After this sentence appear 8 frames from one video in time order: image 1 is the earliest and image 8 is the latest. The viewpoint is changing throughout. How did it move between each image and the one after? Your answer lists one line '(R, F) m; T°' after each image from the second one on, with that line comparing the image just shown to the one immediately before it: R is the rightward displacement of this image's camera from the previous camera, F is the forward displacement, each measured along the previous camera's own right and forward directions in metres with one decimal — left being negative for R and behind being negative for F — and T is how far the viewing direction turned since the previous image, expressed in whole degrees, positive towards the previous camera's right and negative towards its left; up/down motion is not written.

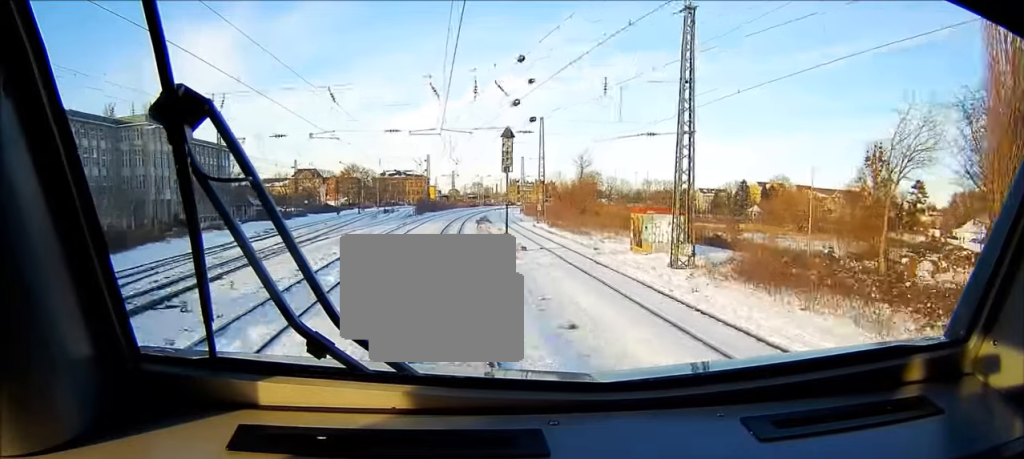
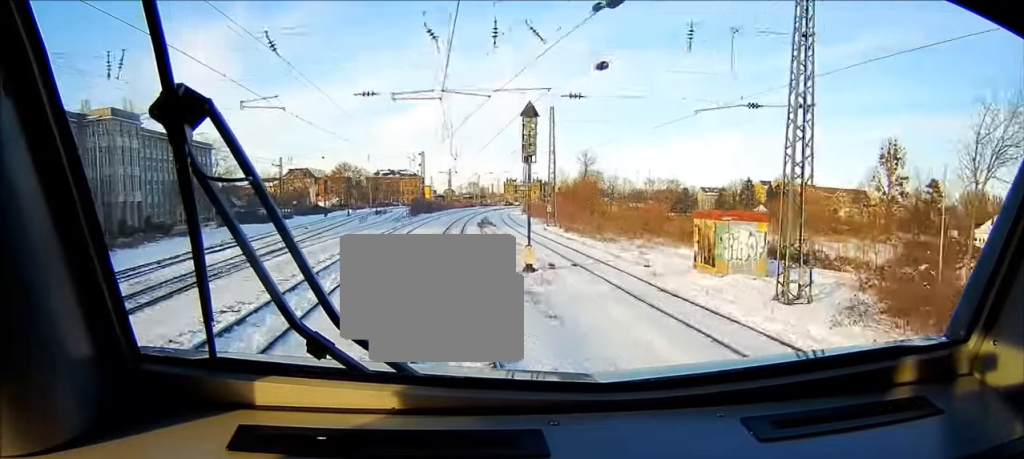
(0.0, +11.1) m; 0°
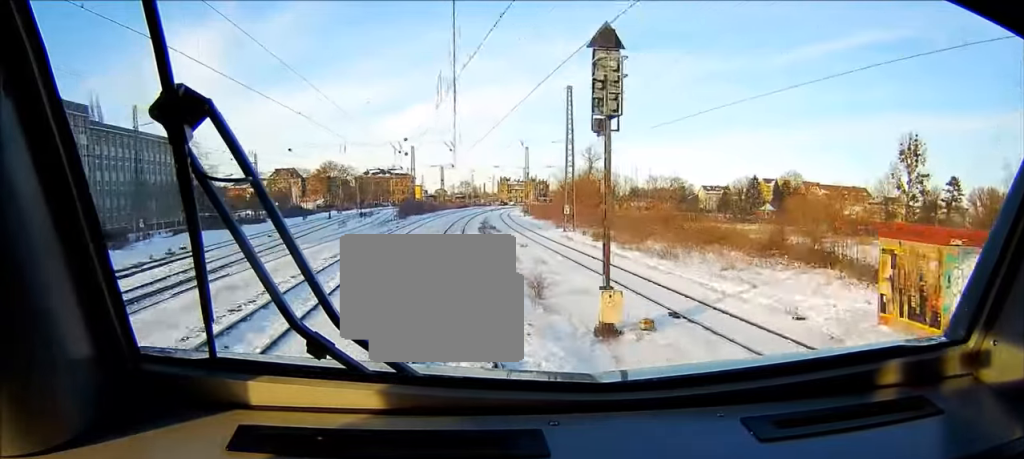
(+0.1, +15.2) m; +1°
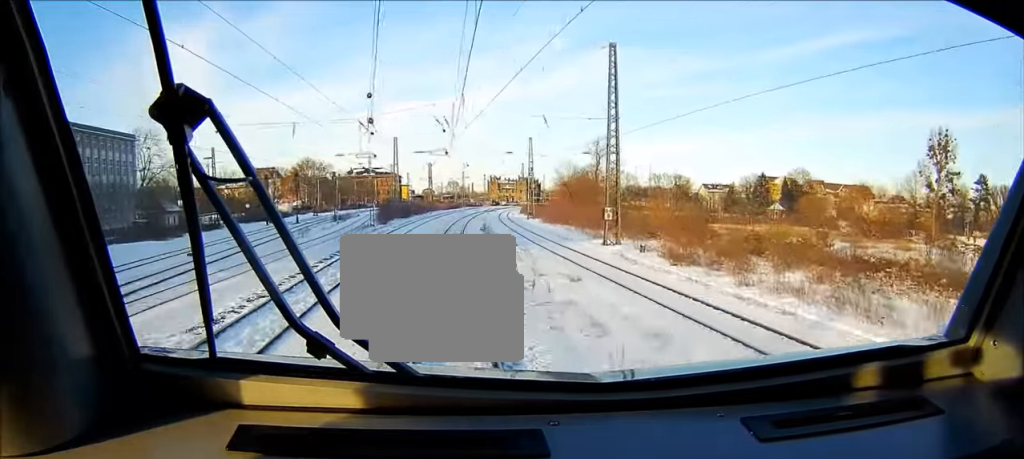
(+0.1, +20.0) m; +1°
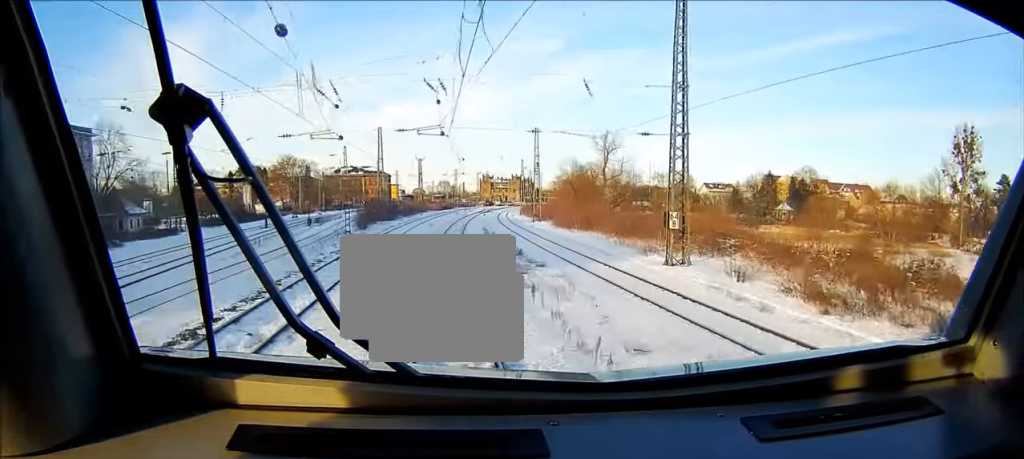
(+0.1, +14.9) m; +1°
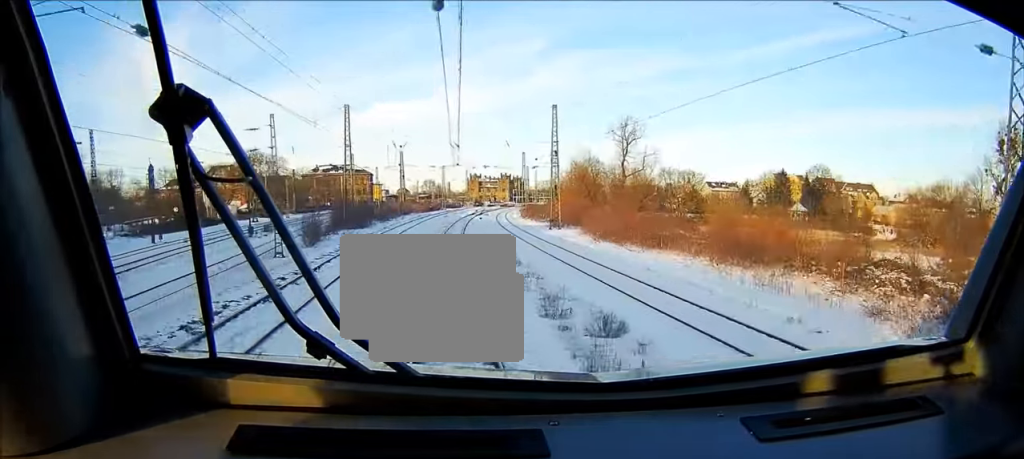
(+0.2, +23.7) m; 0°
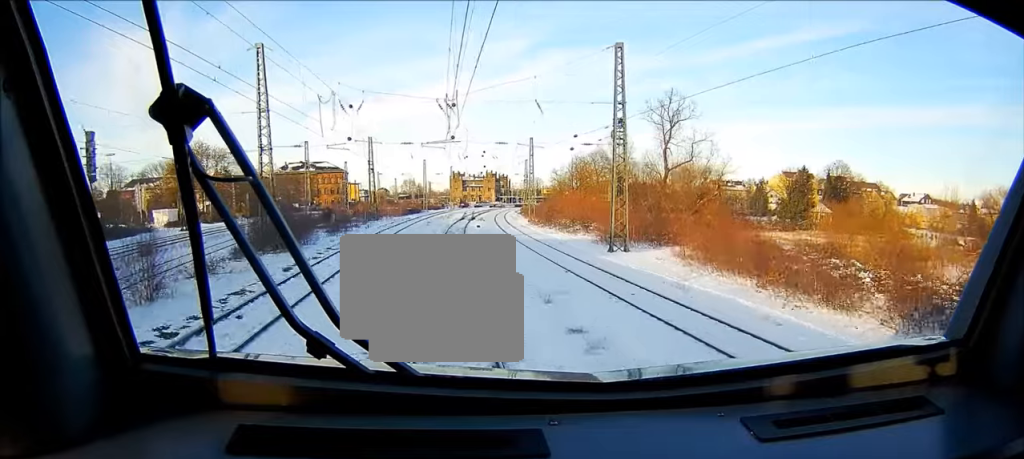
(+0.1, +29.8) m; +1°
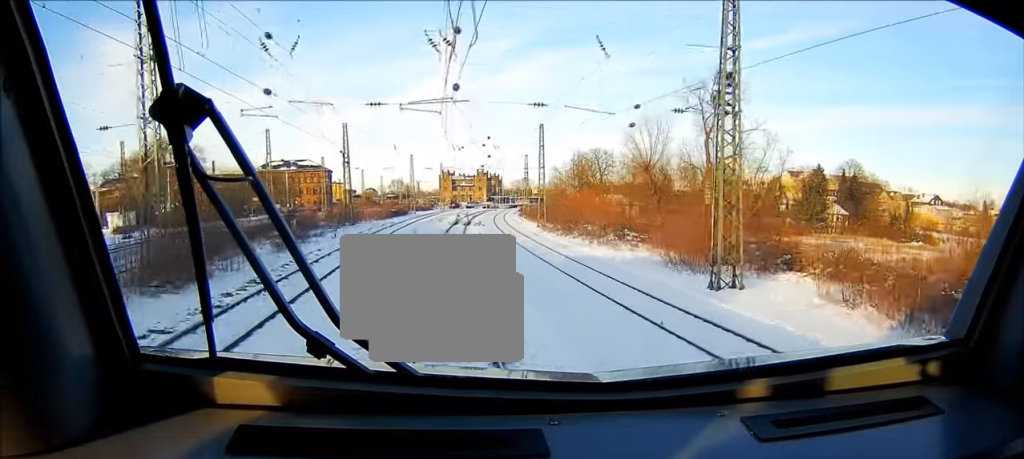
(+0.2, +17.2) m; +1°
